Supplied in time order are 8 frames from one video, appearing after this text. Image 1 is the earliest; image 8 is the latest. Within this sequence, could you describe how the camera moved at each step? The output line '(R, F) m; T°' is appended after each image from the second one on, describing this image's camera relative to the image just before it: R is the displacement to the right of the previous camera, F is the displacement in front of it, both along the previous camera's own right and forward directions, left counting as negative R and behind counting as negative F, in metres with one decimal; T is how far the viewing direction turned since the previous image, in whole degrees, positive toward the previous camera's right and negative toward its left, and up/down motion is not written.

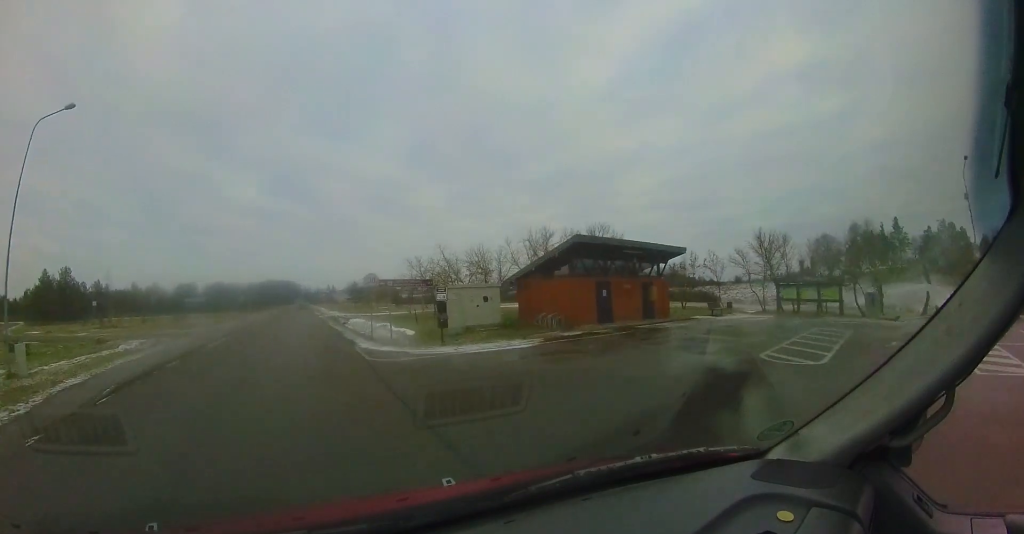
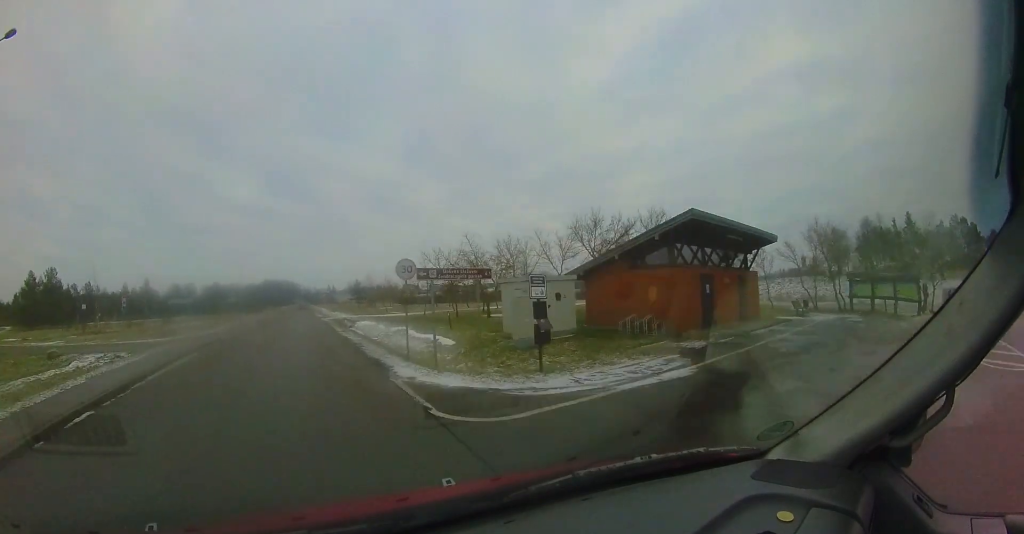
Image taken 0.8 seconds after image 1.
(+0.1, +4.9) m; +1°
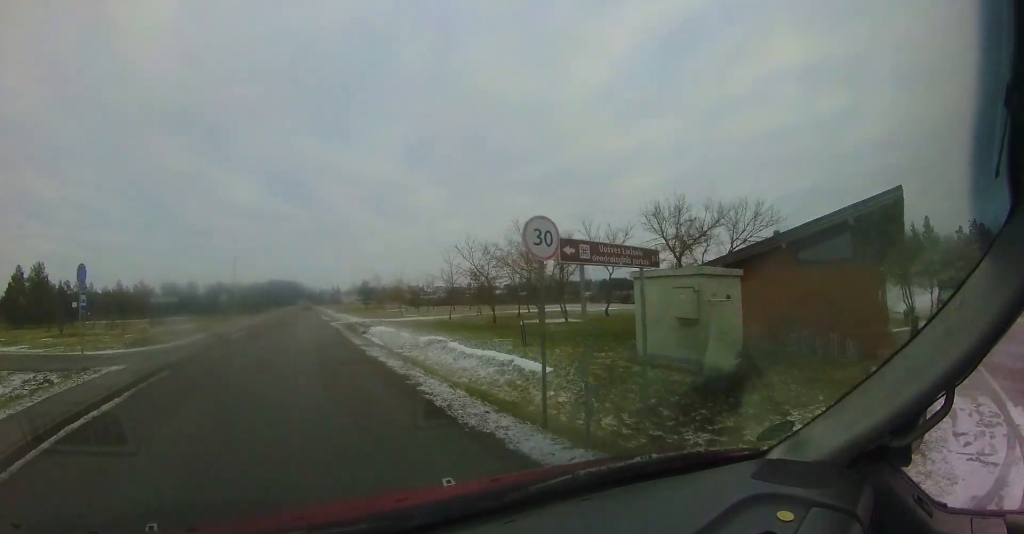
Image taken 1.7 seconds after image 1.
(0.0, +5.9) m; 0°
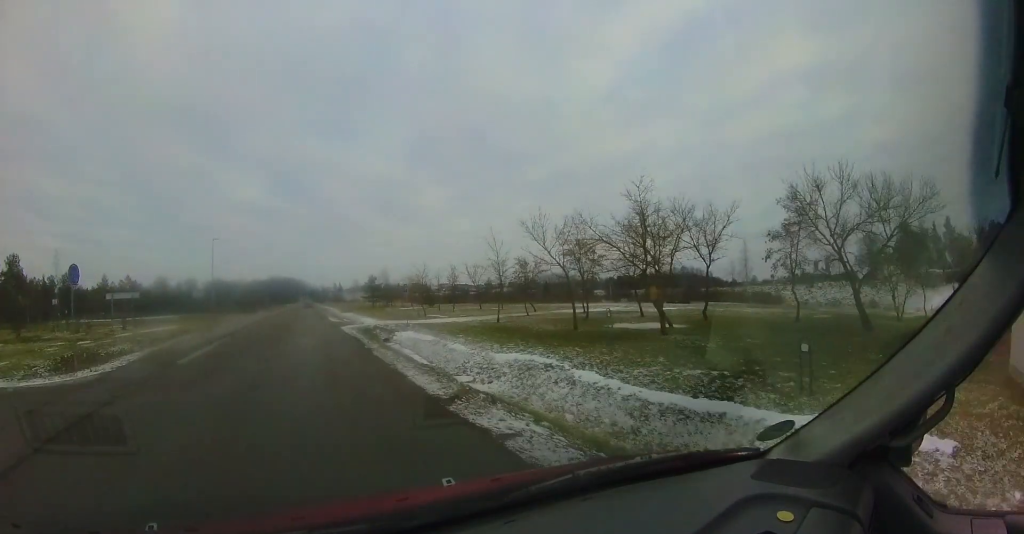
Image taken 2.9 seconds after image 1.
(0.0, +8.4) m; 0°
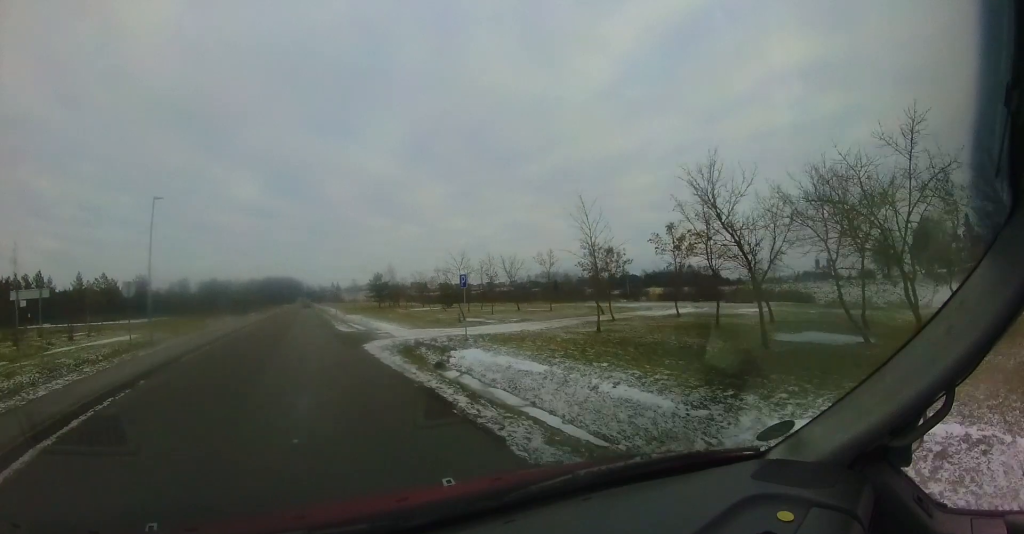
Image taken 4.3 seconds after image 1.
(-0.1, +9.4) m; 0°
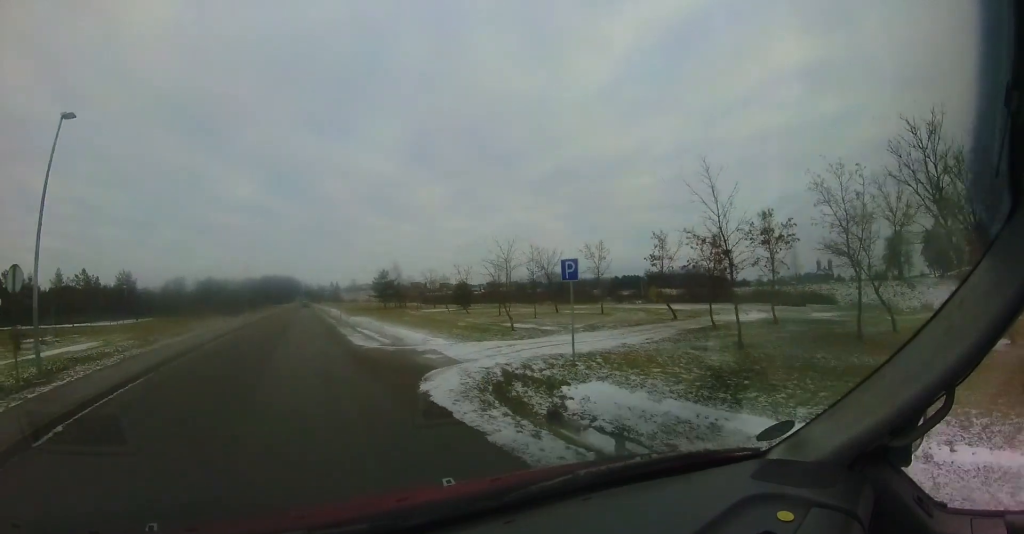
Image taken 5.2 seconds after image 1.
(0.0, +6.7) m; +3°
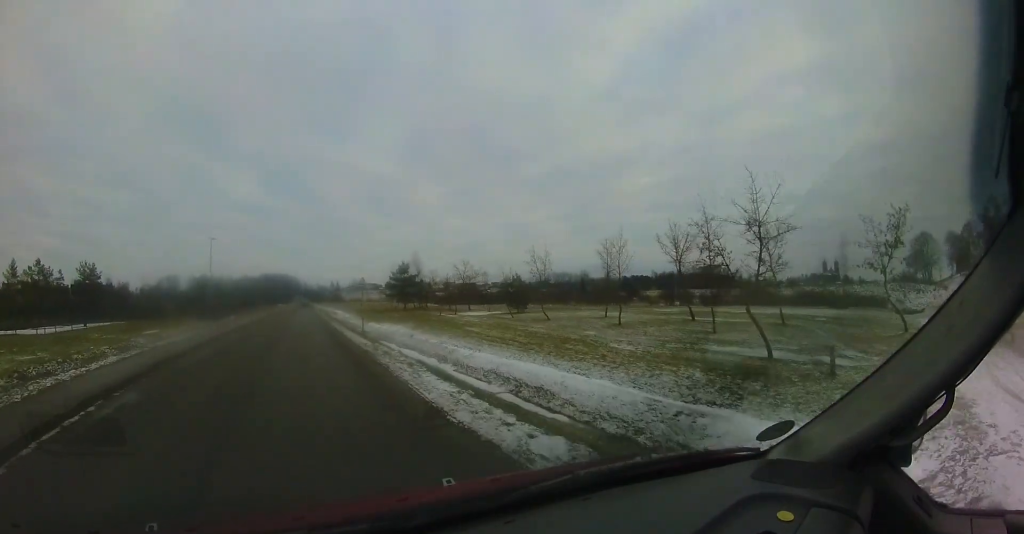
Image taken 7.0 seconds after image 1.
(+0.8, +14.1) m; +2°
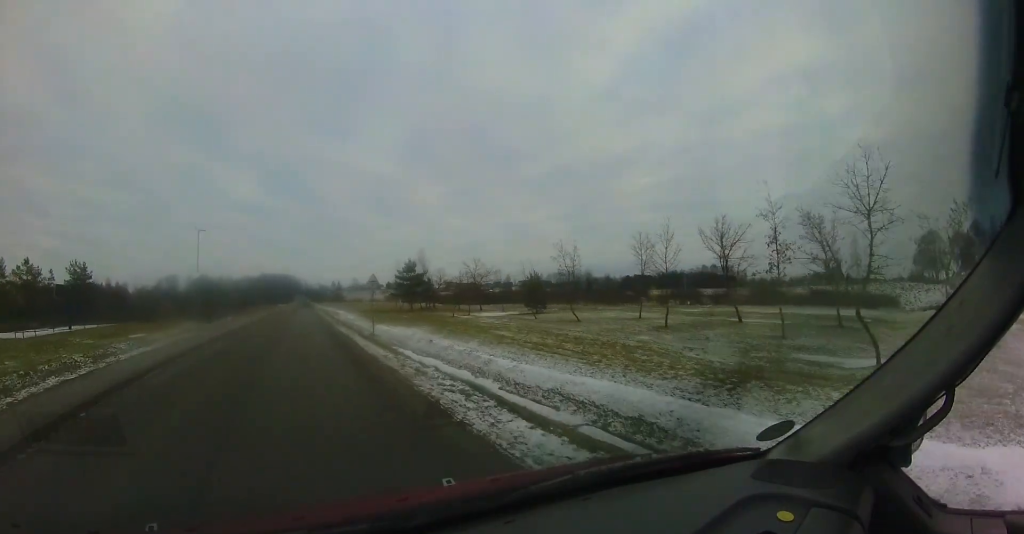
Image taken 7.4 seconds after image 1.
(+0.1, +3.2) m; -1°
